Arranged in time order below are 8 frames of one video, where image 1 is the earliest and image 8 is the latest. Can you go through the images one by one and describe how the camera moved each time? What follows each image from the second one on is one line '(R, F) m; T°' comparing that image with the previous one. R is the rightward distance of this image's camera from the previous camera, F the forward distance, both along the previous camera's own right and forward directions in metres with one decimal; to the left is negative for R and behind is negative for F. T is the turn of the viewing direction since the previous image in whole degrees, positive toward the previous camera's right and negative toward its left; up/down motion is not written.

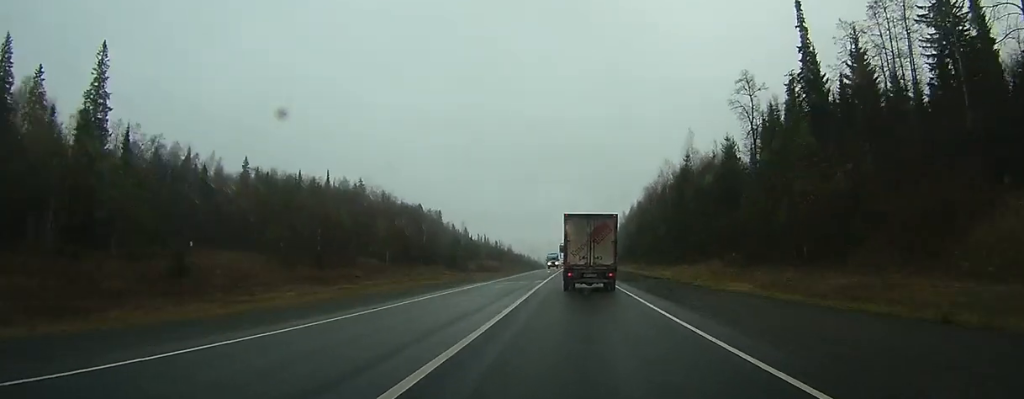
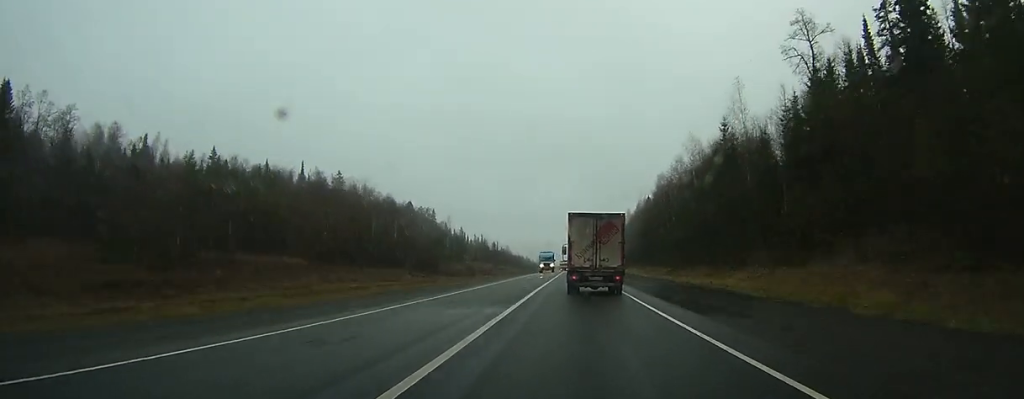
(-0.1, +22.4) m; 0°
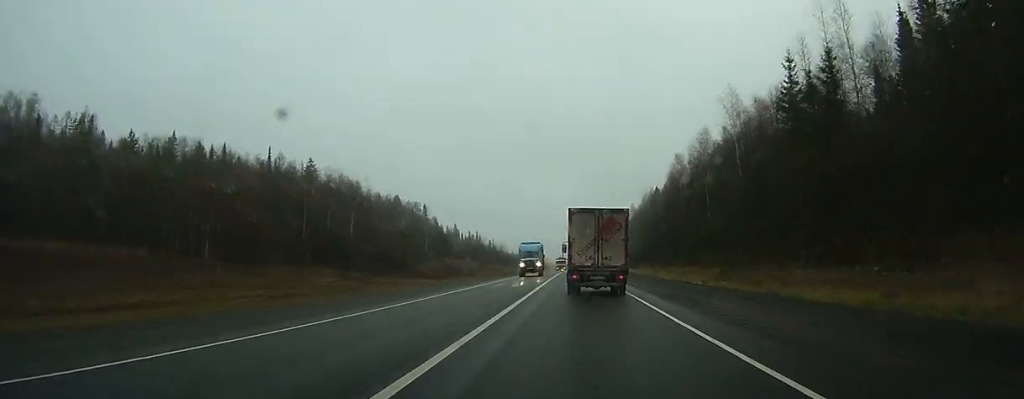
(-0.1, +22.4) m; 0°
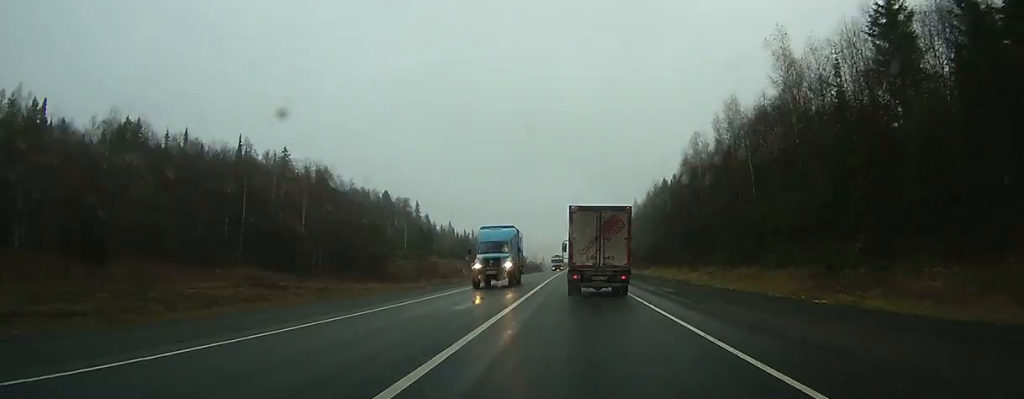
(0.0, +16.6) m; 0°
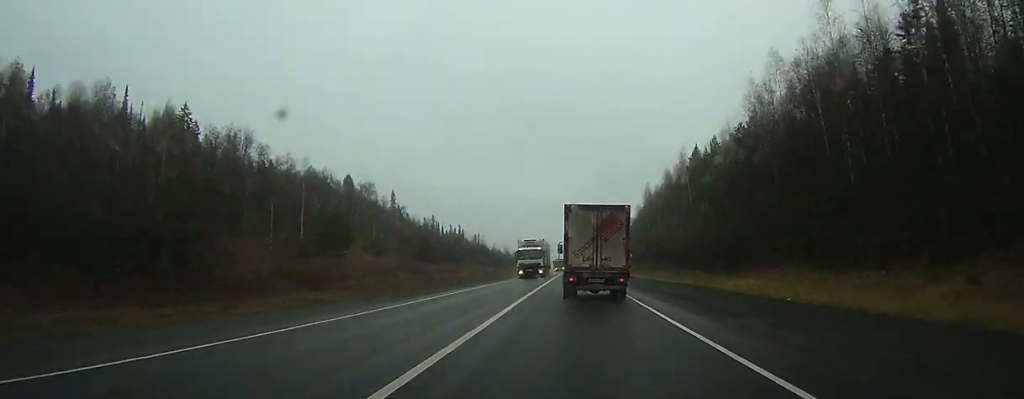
(+0.1, +46.8) m; 0°
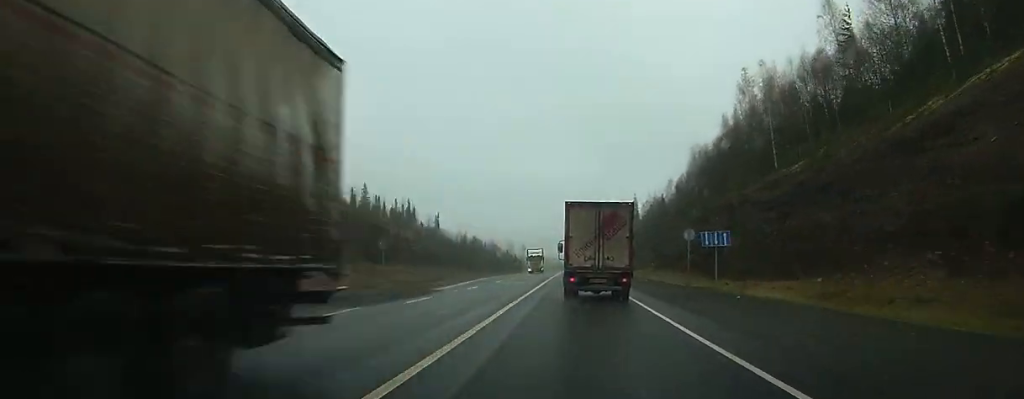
(+0.6, +122.9) m; +1°
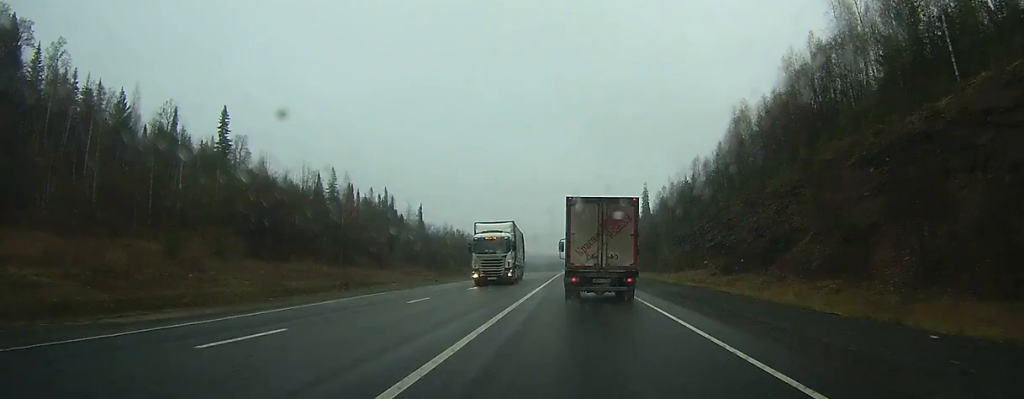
(-0.2, +35.7) m; 0°
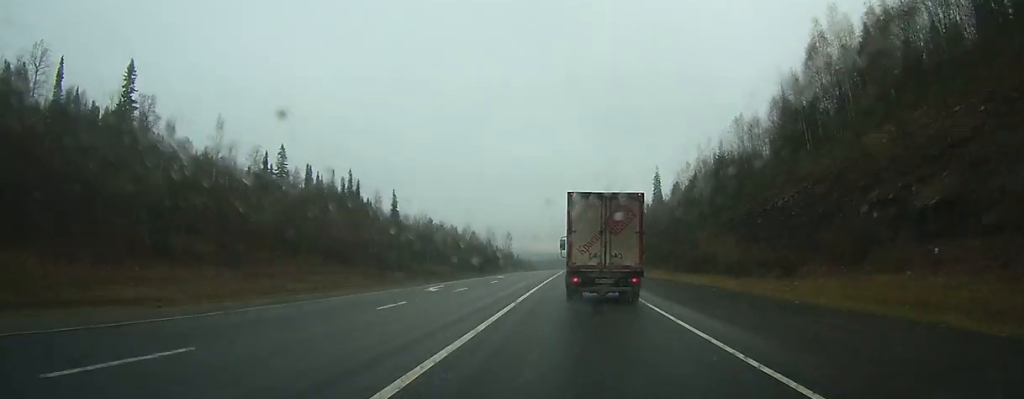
(0.0, +38.6) m; 0°
